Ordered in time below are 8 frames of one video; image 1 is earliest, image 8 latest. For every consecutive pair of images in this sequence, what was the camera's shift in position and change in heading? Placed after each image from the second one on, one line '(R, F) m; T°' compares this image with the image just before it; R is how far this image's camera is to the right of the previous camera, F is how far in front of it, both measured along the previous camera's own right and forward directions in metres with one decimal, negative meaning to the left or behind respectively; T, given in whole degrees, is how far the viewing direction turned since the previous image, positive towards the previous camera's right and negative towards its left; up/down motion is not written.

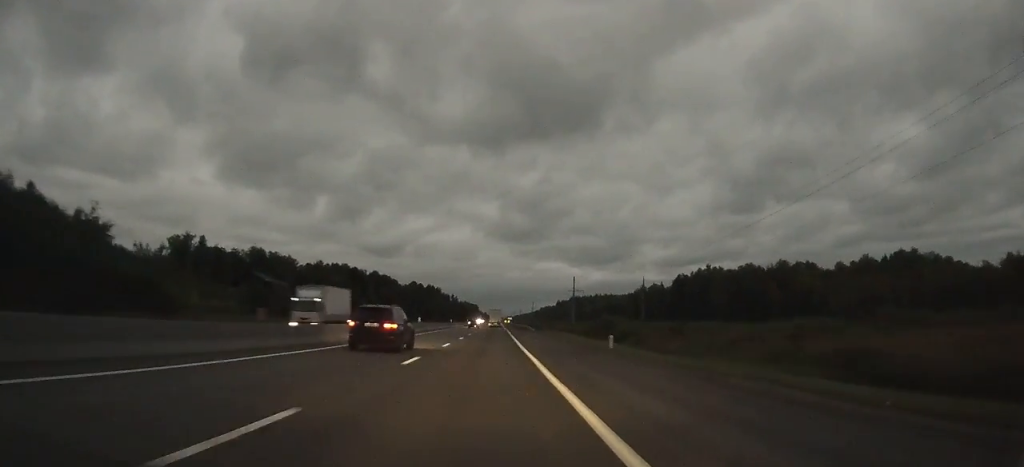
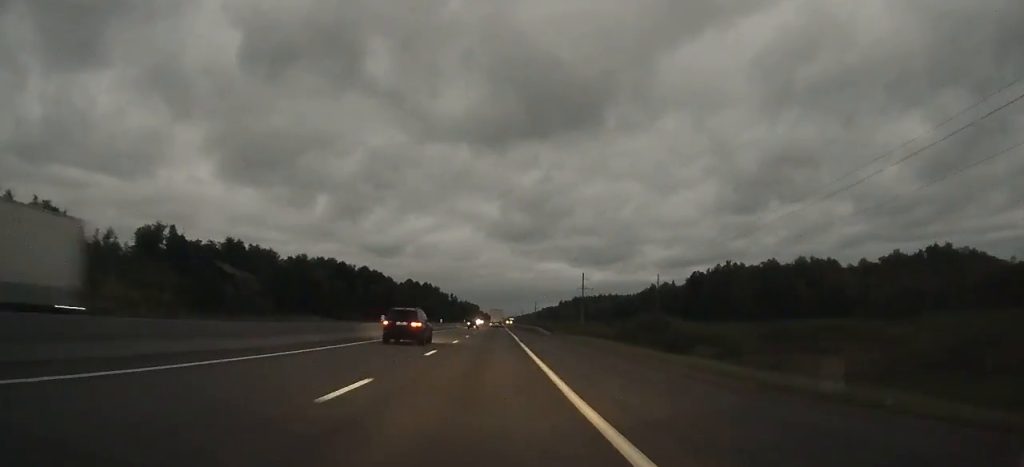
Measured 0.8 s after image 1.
(0.0, +19.6) m; 0°
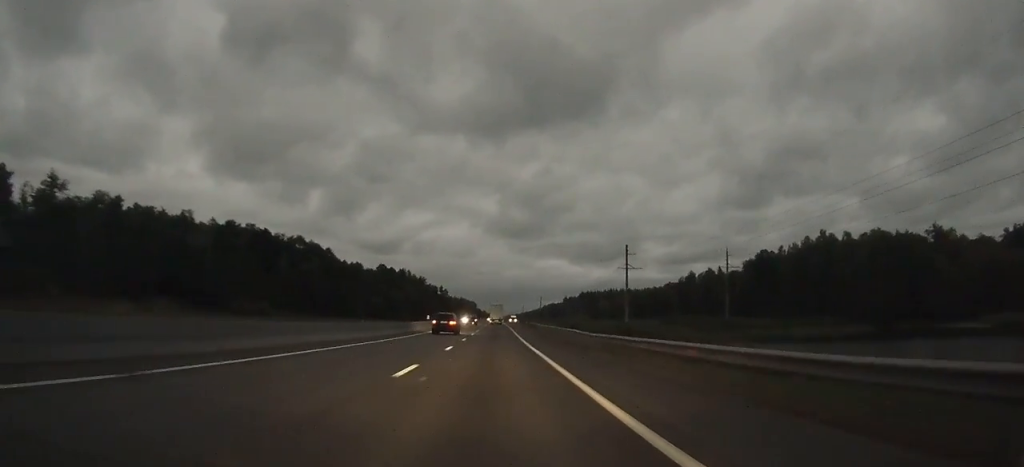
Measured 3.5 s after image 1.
(-0.1, +67.5) m; 0°
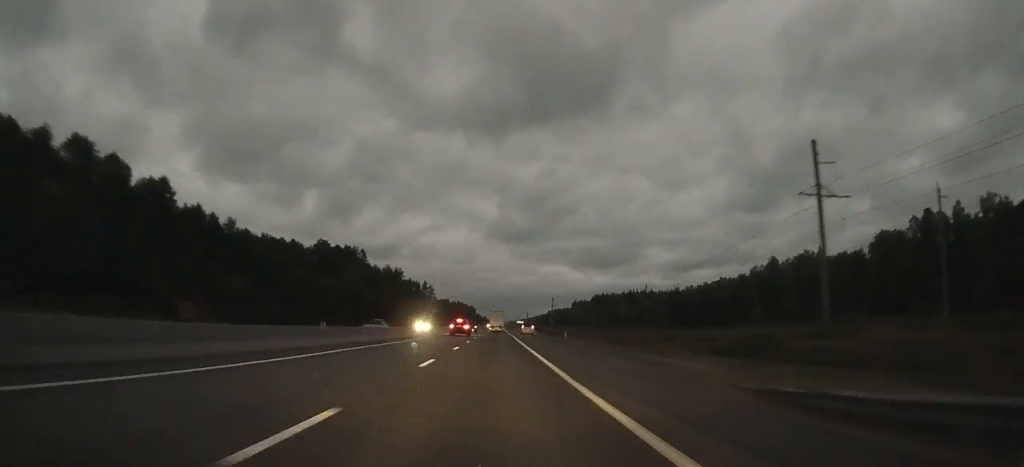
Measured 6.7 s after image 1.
(-0.1, +79.4) m; 0°
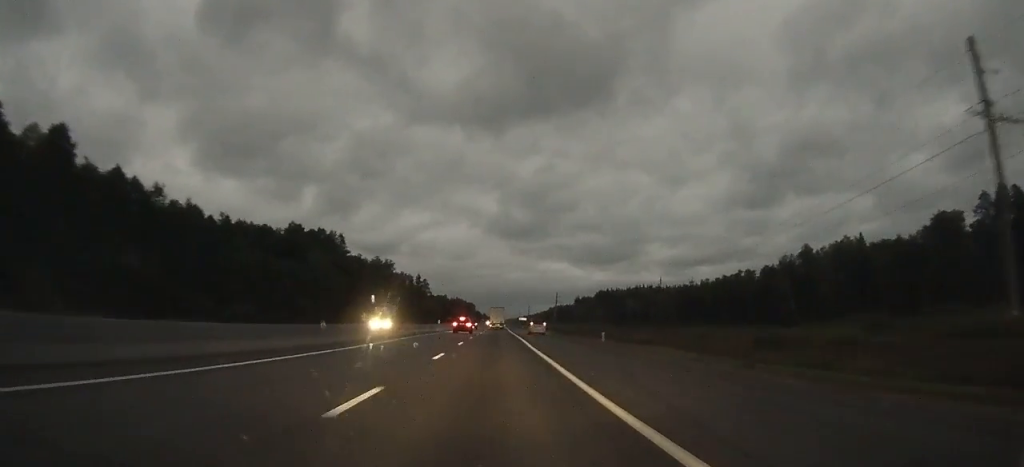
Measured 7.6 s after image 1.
(+0.1, +21.4) m; 0°
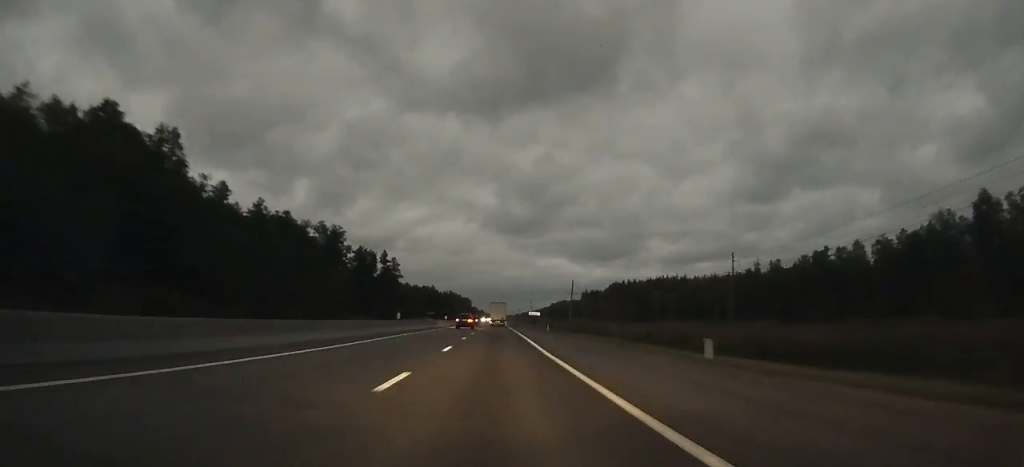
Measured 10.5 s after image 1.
(+0.1, +70.5) m; 0°
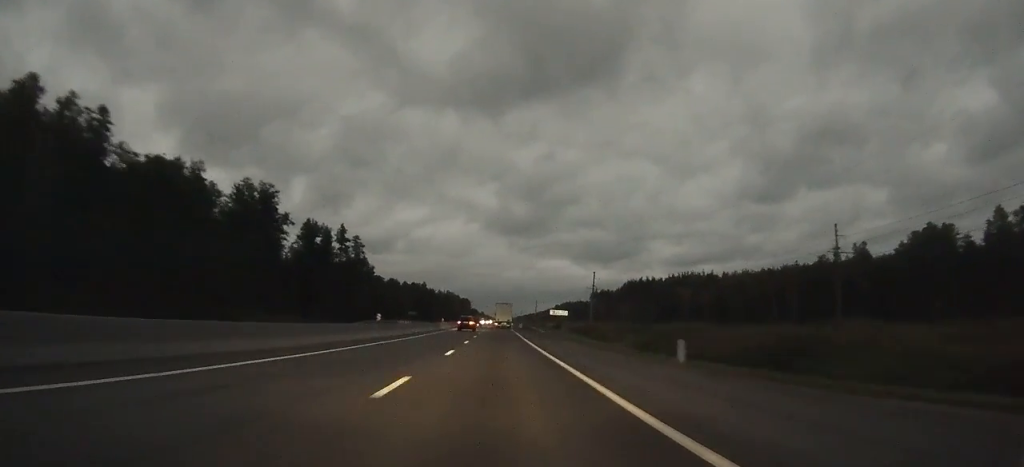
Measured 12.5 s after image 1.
(0.0, +48.6) m; 0°
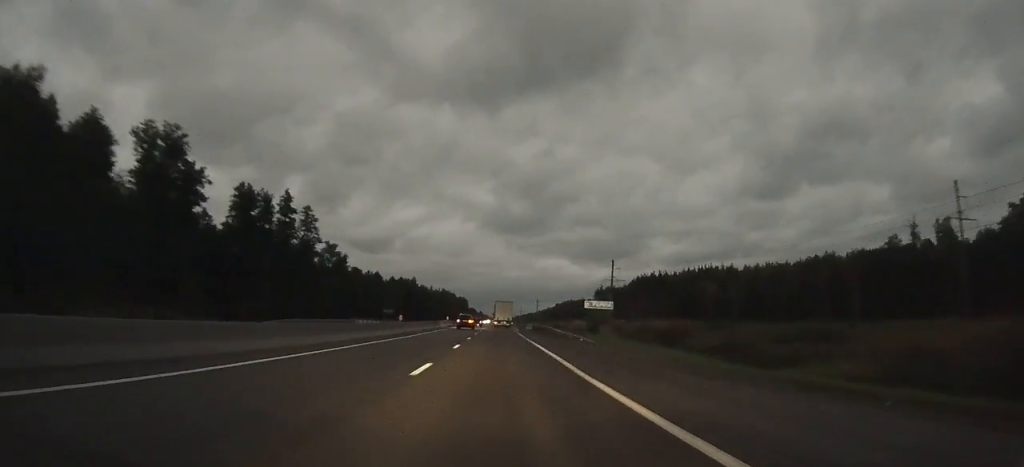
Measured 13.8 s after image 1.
(+0.1, +32.1) m; 0°
